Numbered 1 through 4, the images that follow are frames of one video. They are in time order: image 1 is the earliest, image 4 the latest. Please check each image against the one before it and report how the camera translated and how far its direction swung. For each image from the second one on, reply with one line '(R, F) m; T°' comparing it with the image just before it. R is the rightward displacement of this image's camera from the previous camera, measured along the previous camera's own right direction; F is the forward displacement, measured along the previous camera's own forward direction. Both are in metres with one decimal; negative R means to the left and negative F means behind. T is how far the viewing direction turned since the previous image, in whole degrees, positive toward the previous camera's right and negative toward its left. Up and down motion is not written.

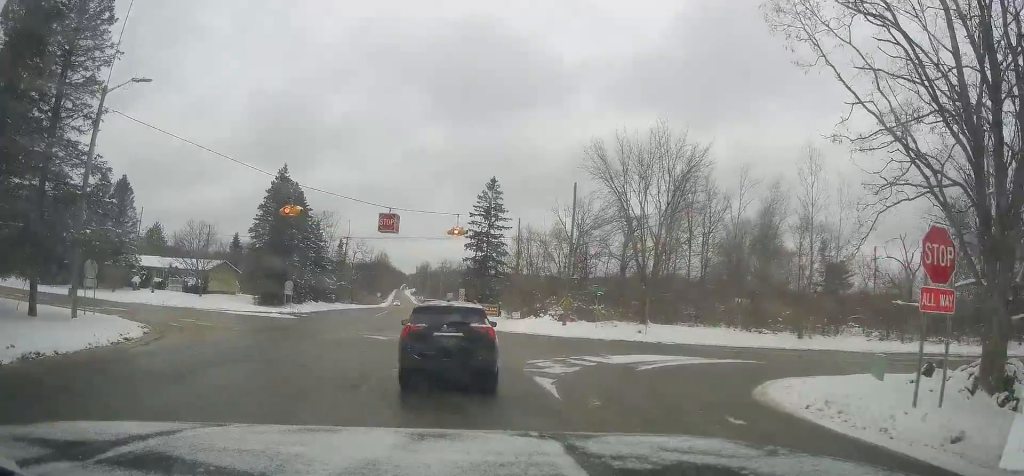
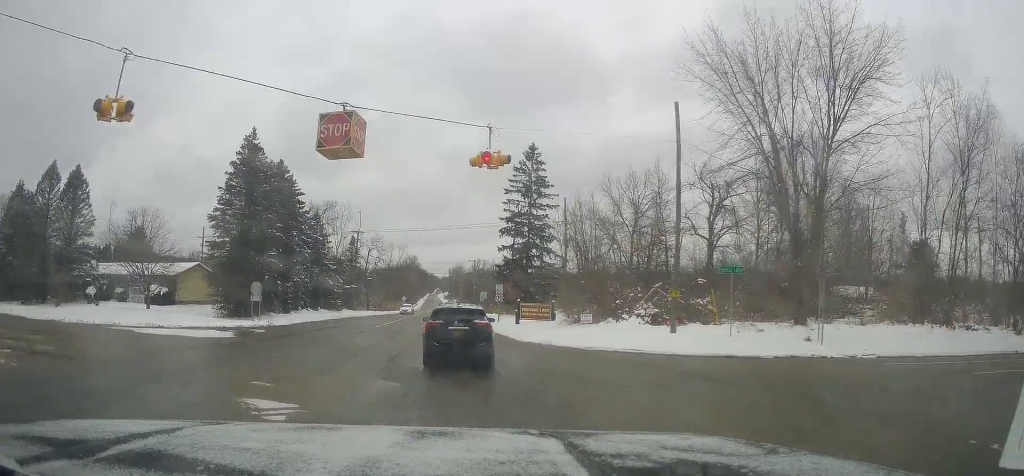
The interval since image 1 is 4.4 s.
(+0.1, +17.8) m; 0°
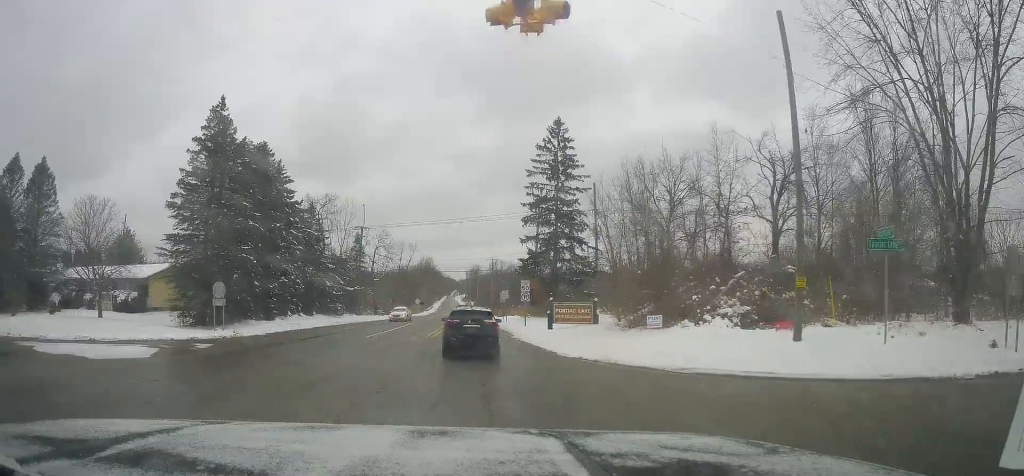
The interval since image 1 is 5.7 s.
(0.0, +6.9) m; 0°
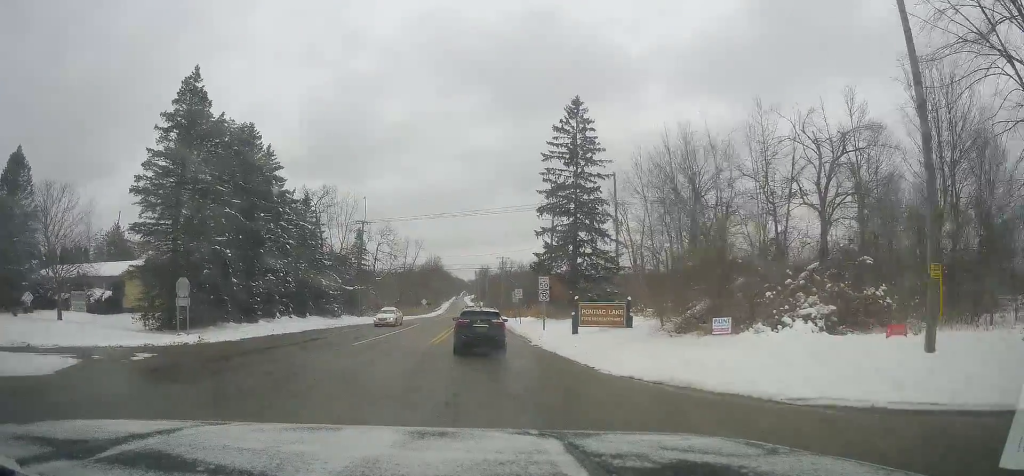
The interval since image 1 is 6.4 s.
(0.0, +4.5) m; 0°
